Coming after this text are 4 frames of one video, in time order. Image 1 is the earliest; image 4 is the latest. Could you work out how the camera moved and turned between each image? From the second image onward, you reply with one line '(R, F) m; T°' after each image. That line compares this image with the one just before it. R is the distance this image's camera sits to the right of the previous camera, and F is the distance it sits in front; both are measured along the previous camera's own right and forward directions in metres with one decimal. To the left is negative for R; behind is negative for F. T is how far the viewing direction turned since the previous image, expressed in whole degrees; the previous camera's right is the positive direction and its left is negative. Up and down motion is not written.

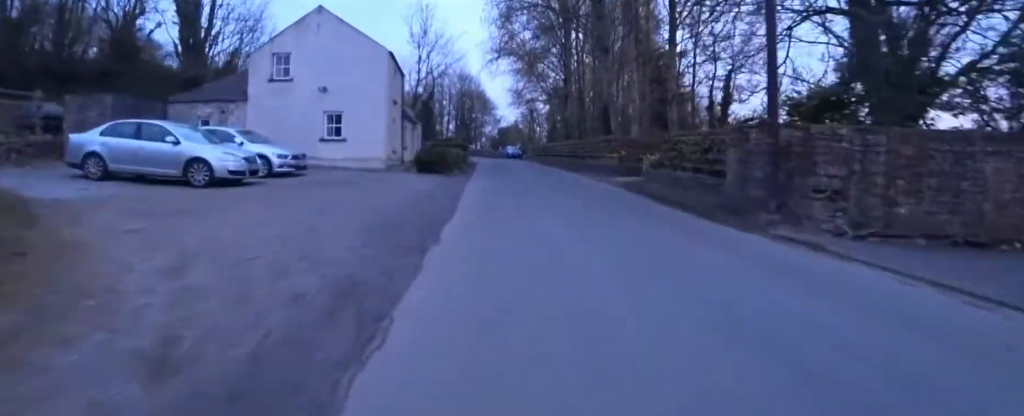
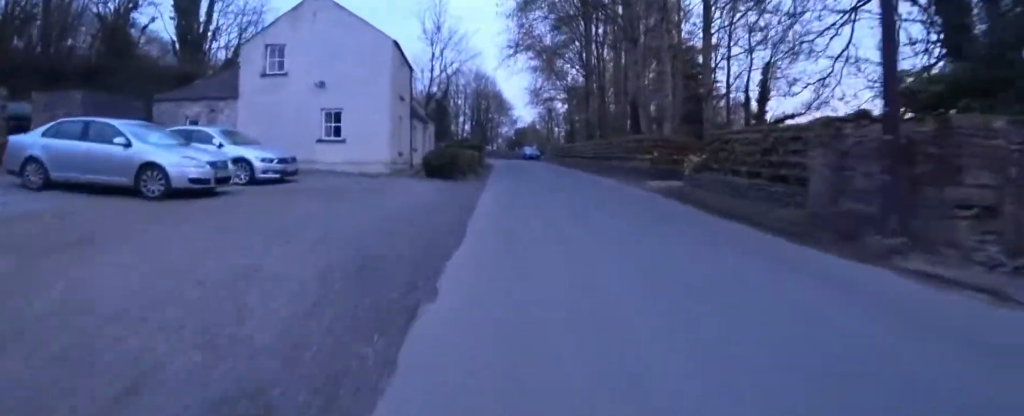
(0.0, +1.9) m; 0°
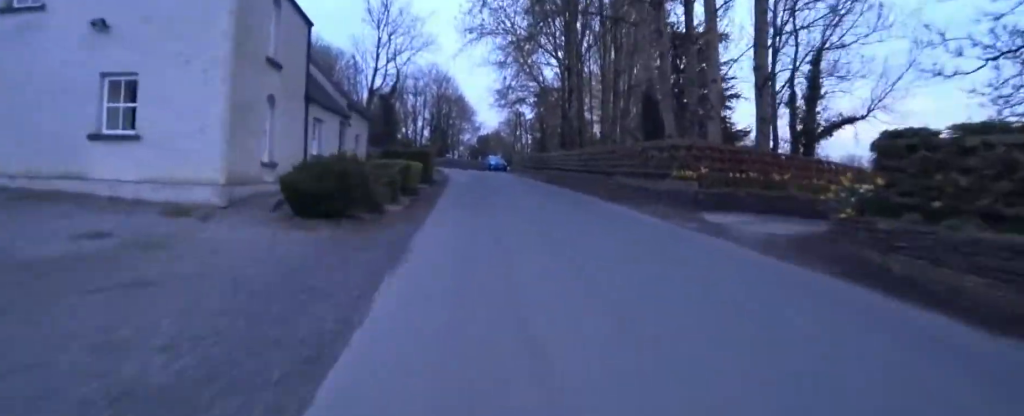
(0.0, +7.1) m; 0°
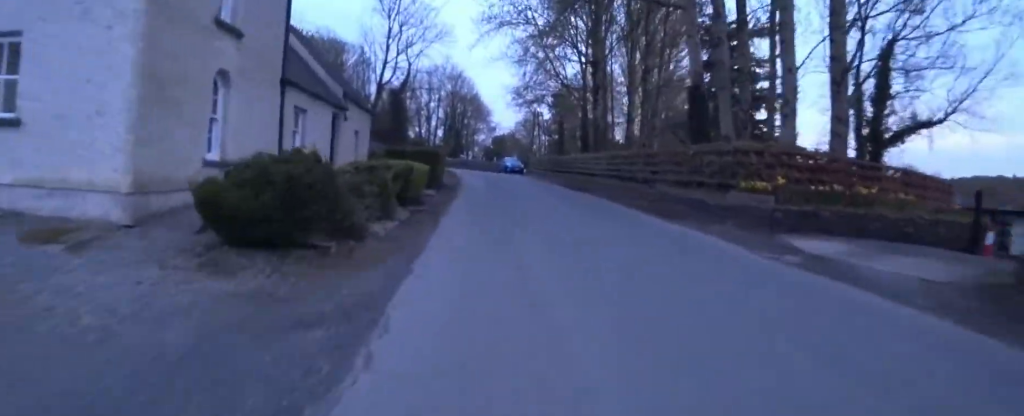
(0.0, +2.5) m; 0°
